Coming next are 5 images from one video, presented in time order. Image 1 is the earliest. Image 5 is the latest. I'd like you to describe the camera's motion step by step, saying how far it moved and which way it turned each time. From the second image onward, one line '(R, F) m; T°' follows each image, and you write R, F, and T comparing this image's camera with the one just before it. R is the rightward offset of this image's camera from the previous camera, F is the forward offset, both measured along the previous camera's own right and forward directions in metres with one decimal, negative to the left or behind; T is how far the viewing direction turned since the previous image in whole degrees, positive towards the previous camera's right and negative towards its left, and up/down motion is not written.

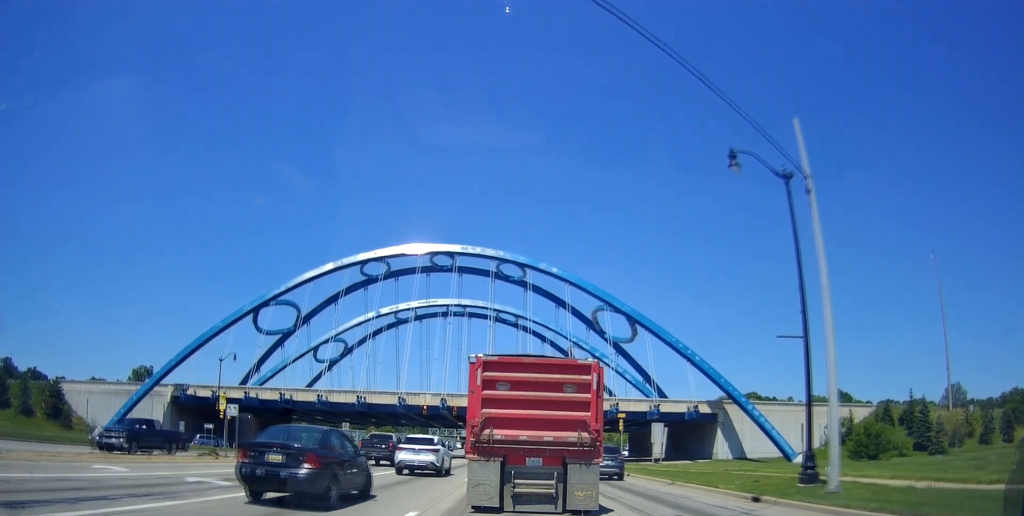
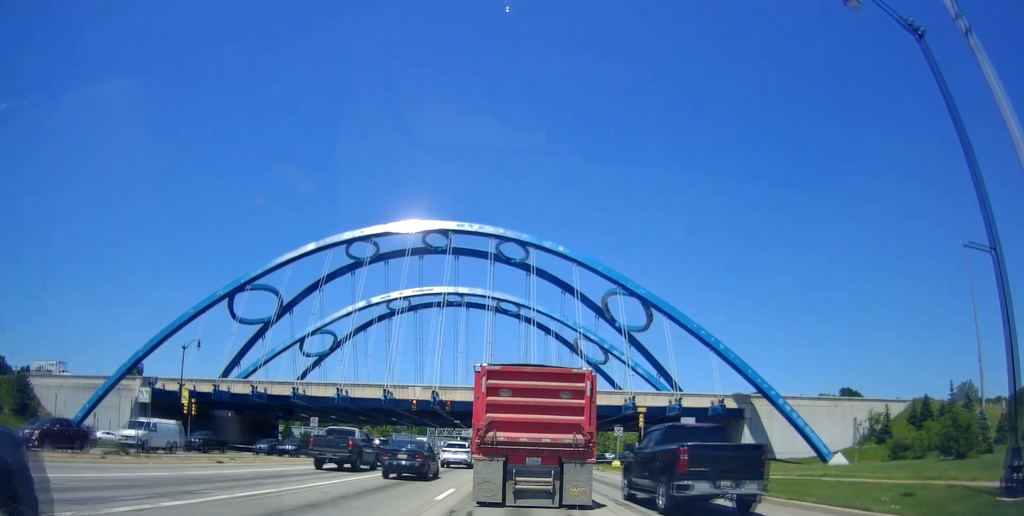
(0.0, +9.5) m; 0°
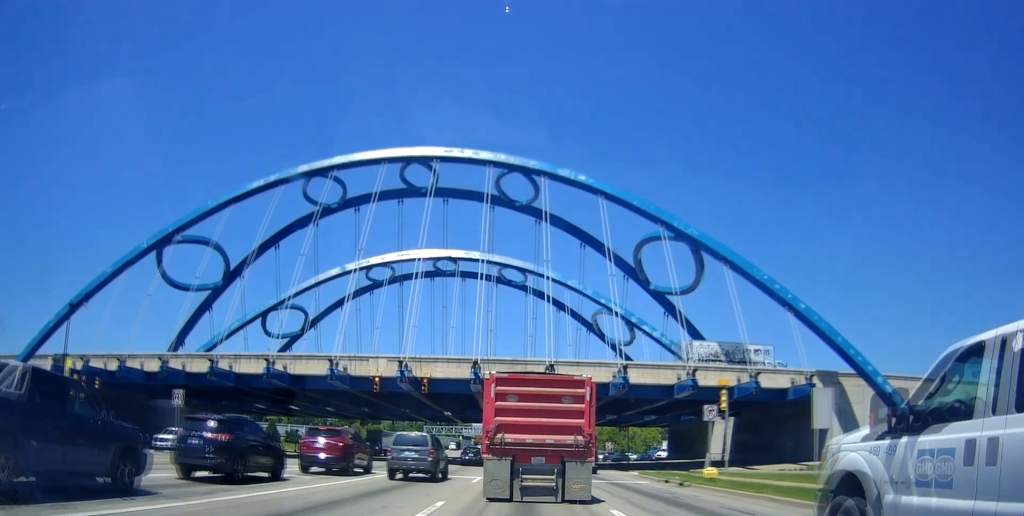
(-0.5, +19.8) m; -2°
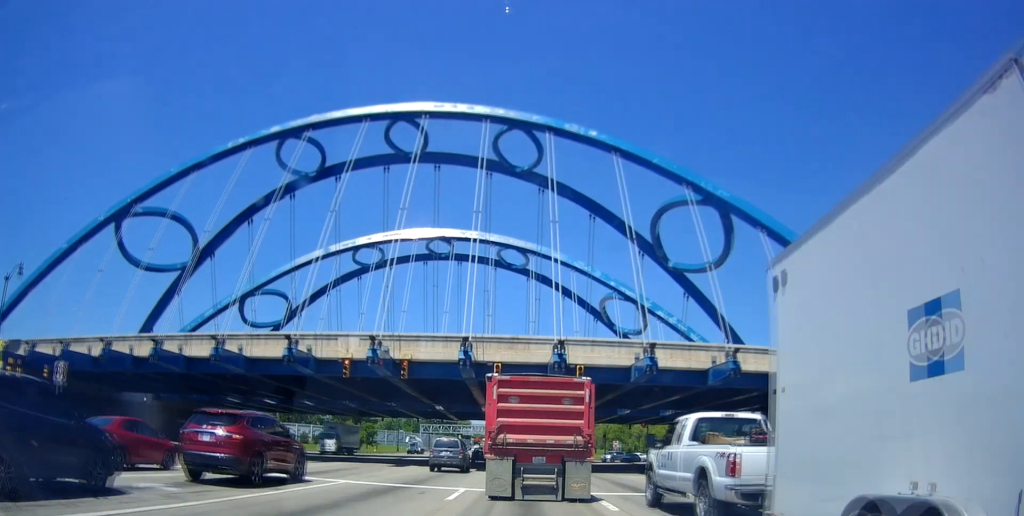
(0.0, +8.4) m; +1°
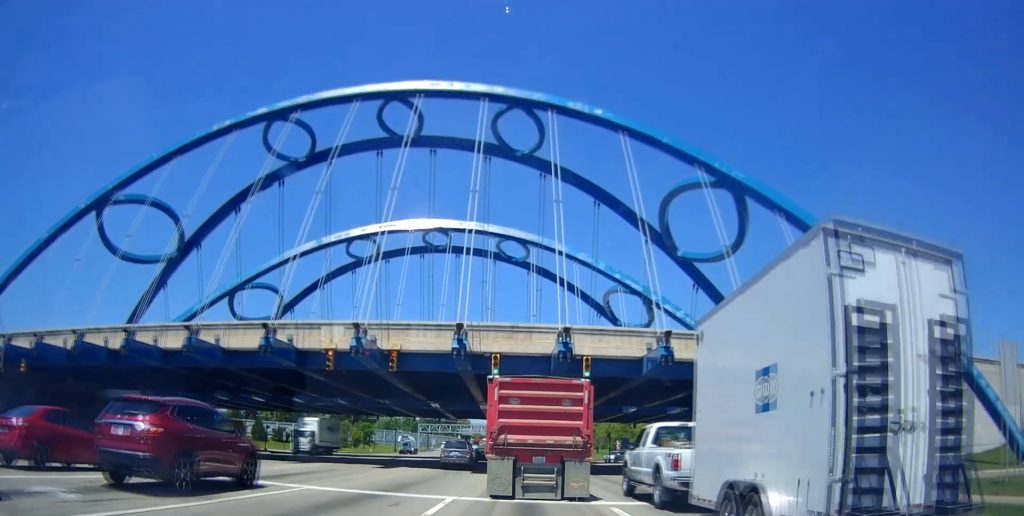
(0.0, +3.3) m; +1°
